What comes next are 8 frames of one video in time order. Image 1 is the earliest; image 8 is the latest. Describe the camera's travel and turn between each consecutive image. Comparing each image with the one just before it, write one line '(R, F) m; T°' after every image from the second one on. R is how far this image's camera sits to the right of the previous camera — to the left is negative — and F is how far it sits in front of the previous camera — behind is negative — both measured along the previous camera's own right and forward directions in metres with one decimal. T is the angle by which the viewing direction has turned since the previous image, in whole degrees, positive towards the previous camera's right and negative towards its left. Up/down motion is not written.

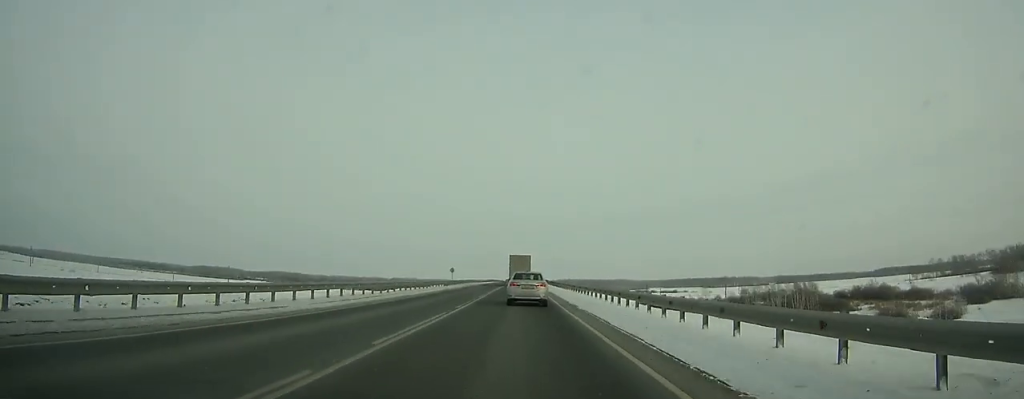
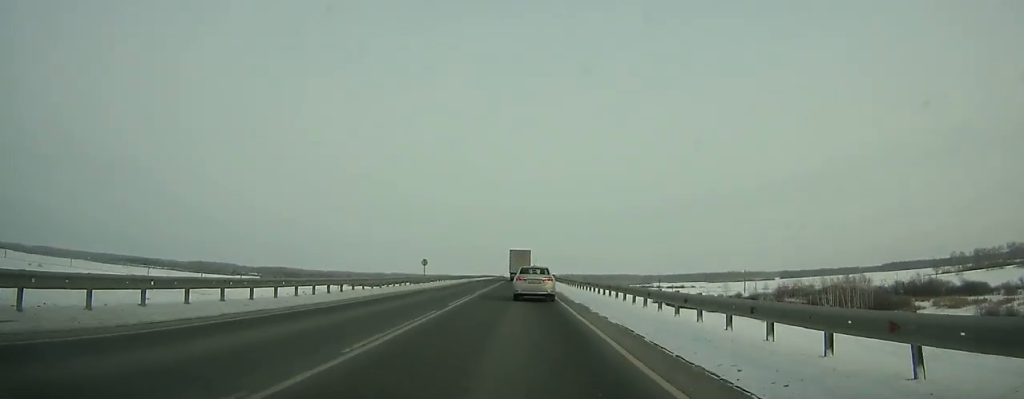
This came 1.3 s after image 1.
(0.0, +25.7) m; 0°
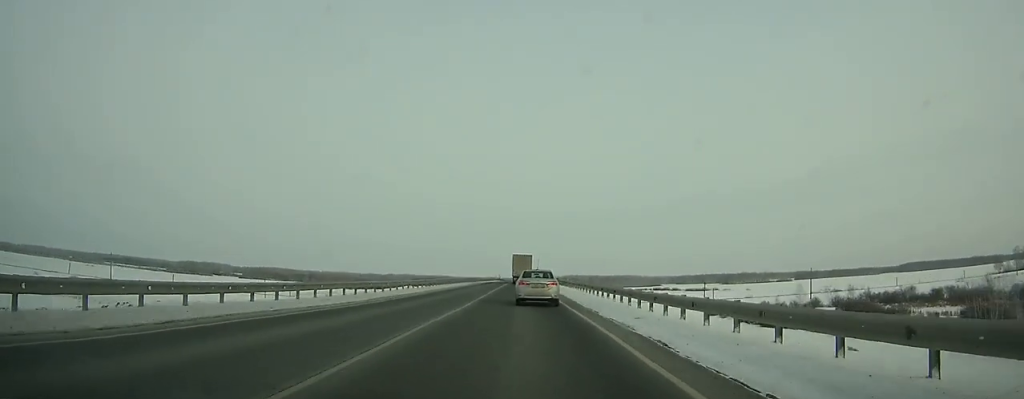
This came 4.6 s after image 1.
(-0.3, +65.1) m; 0°
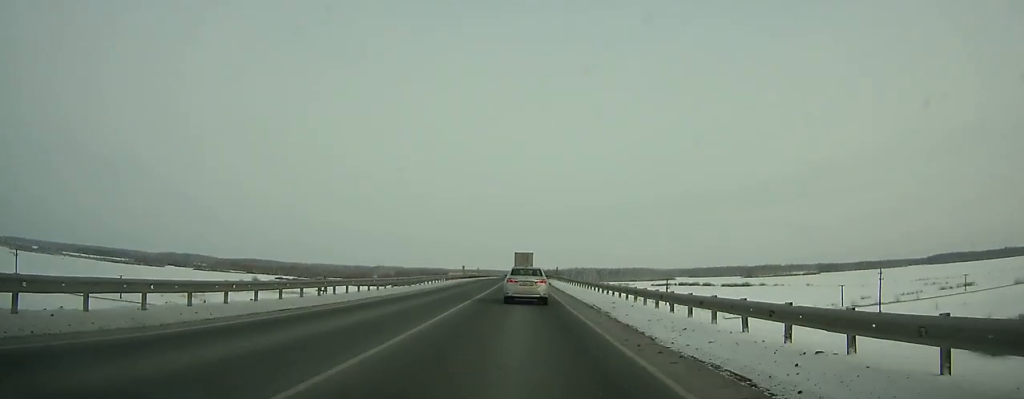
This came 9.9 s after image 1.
(0.0, +105.1) m; 0°
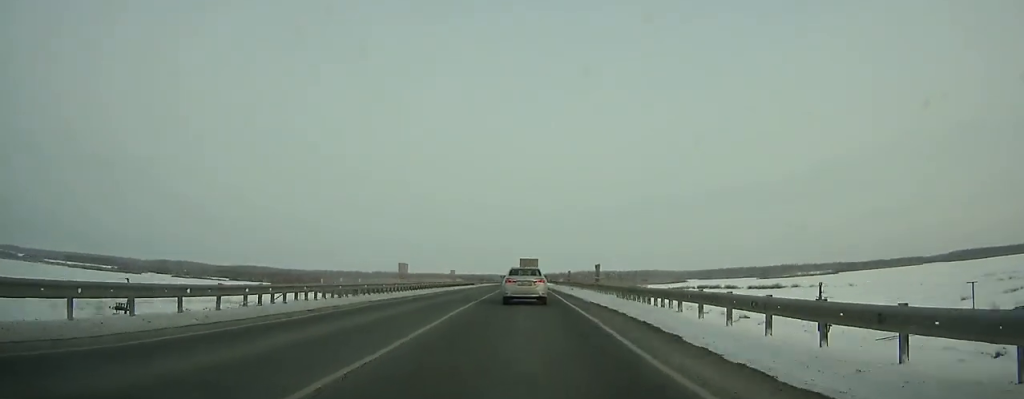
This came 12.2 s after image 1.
(0.0, +45.8) m; 0°
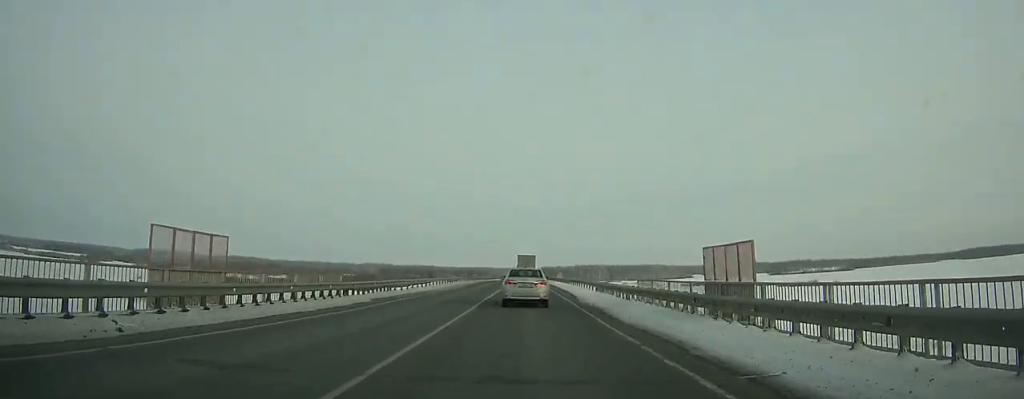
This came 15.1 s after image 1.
(+0.3, +57.4) m; 0°
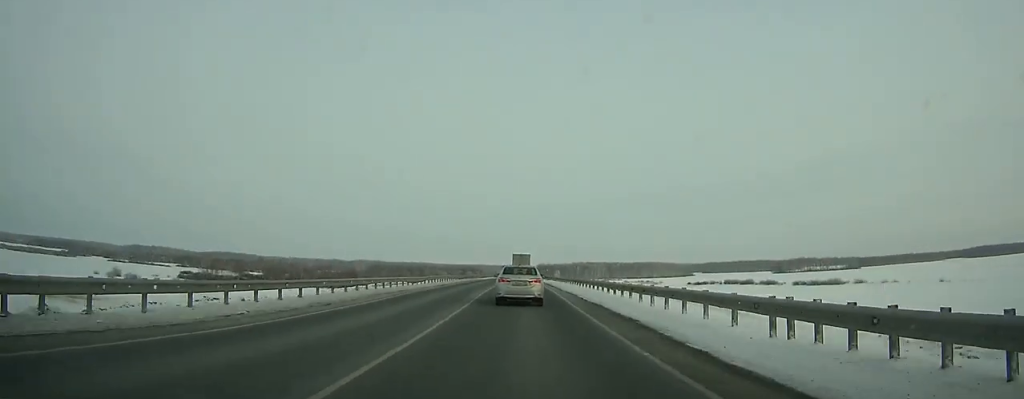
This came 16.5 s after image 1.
(+0.1, +27.6) m; 0°
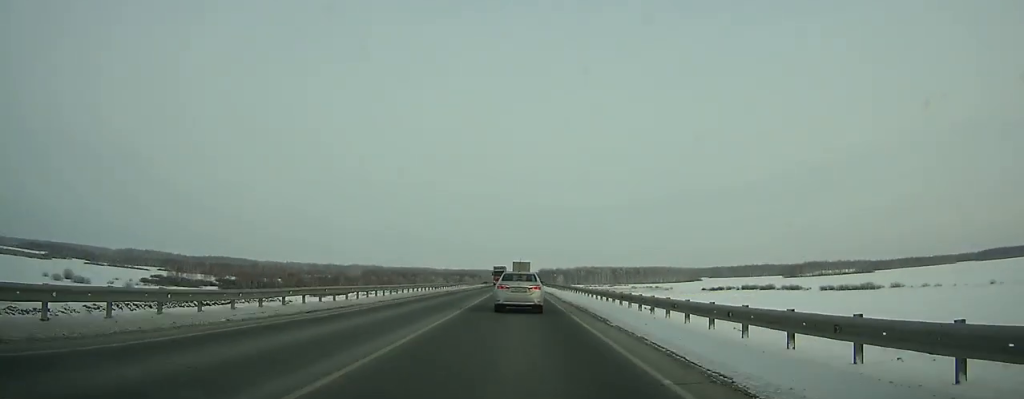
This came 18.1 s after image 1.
(0.0, +31.3) m; 0°
